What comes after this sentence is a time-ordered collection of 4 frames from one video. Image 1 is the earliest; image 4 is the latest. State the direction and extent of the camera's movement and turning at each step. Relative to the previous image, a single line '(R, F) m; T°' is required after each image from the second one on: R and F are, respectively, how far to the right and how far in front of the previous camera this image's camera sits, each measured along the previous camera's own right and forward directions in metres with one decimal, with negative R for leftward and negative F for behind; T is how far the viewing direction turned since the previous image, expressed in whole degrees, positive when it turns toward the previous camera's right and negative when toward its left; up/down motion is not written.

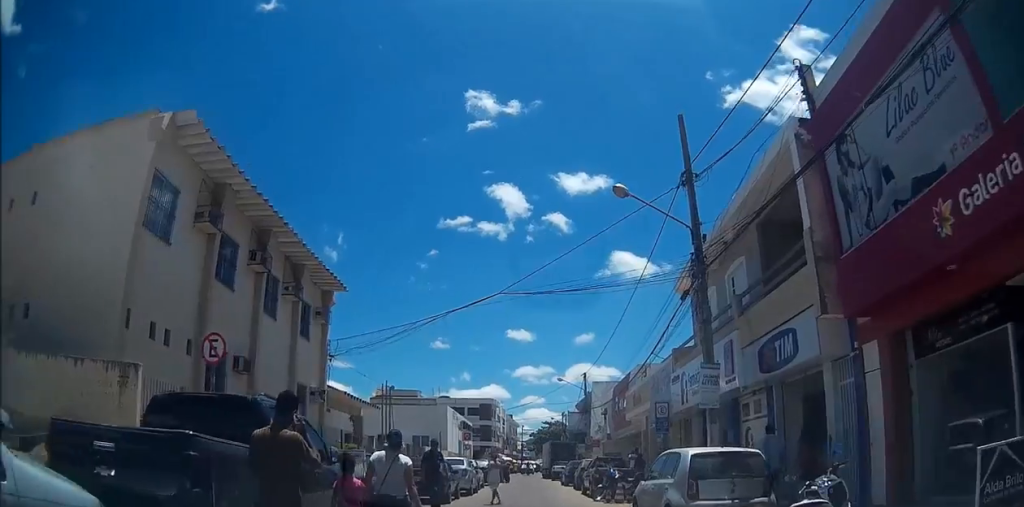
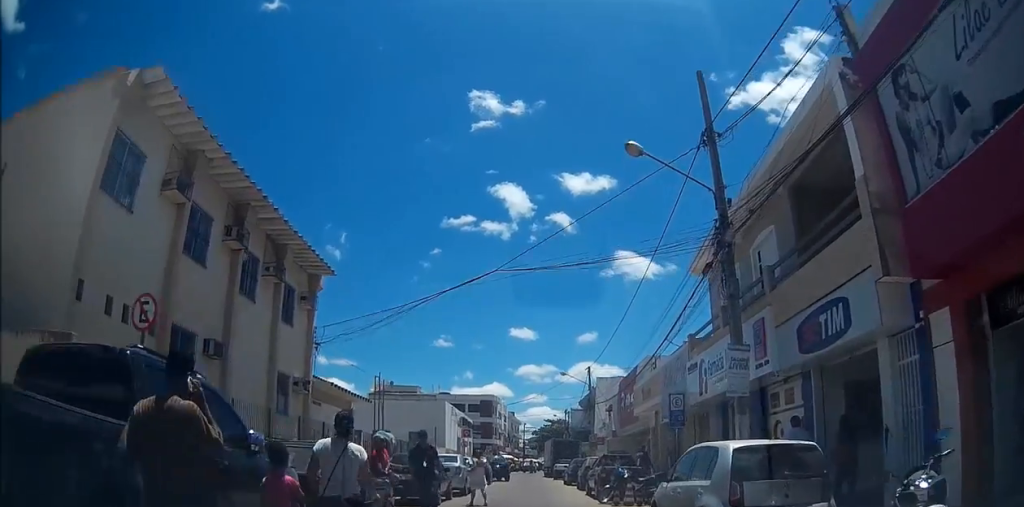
(+0.1, +2.0) m; +1°
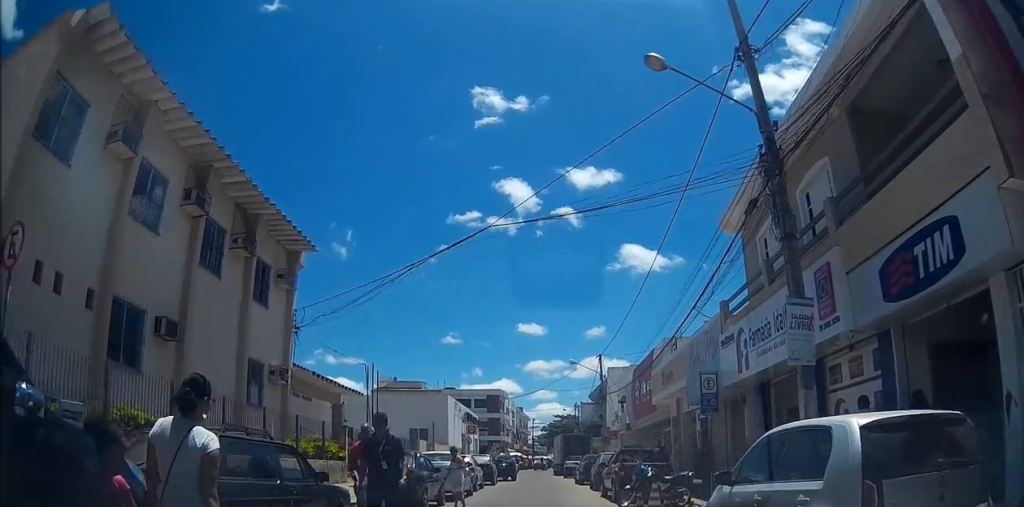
(+0.1, +2.8) m; +1°
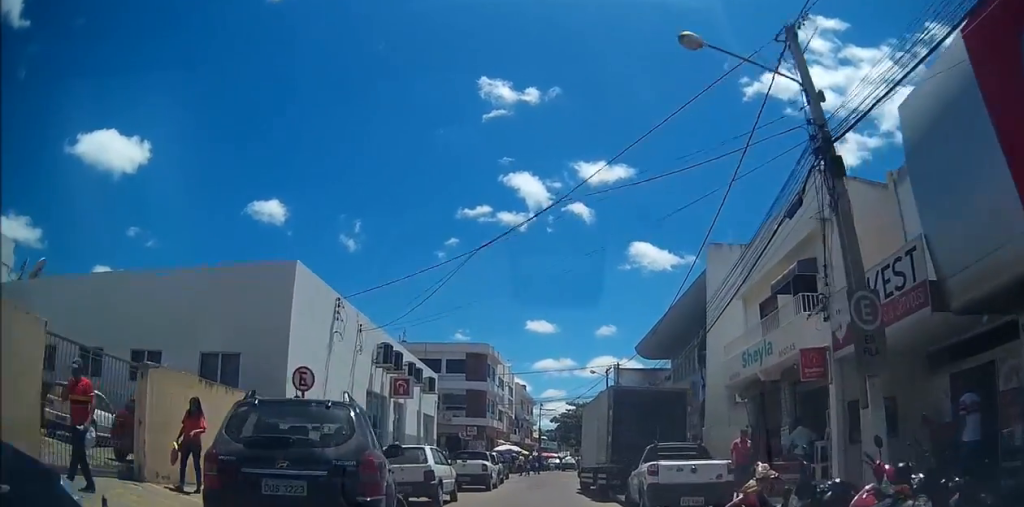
(+0.4, +30.3) m; +2°
